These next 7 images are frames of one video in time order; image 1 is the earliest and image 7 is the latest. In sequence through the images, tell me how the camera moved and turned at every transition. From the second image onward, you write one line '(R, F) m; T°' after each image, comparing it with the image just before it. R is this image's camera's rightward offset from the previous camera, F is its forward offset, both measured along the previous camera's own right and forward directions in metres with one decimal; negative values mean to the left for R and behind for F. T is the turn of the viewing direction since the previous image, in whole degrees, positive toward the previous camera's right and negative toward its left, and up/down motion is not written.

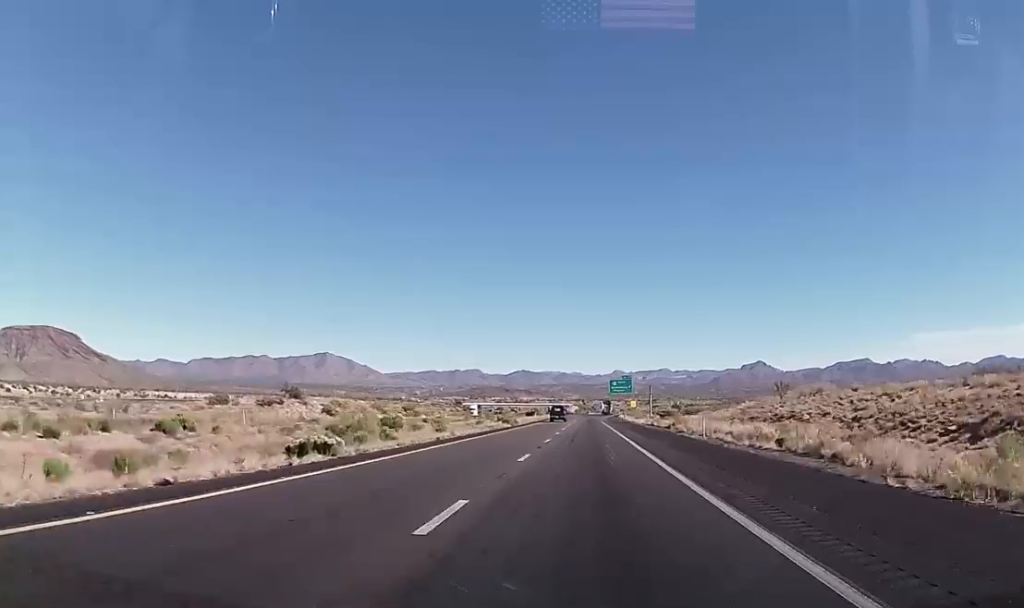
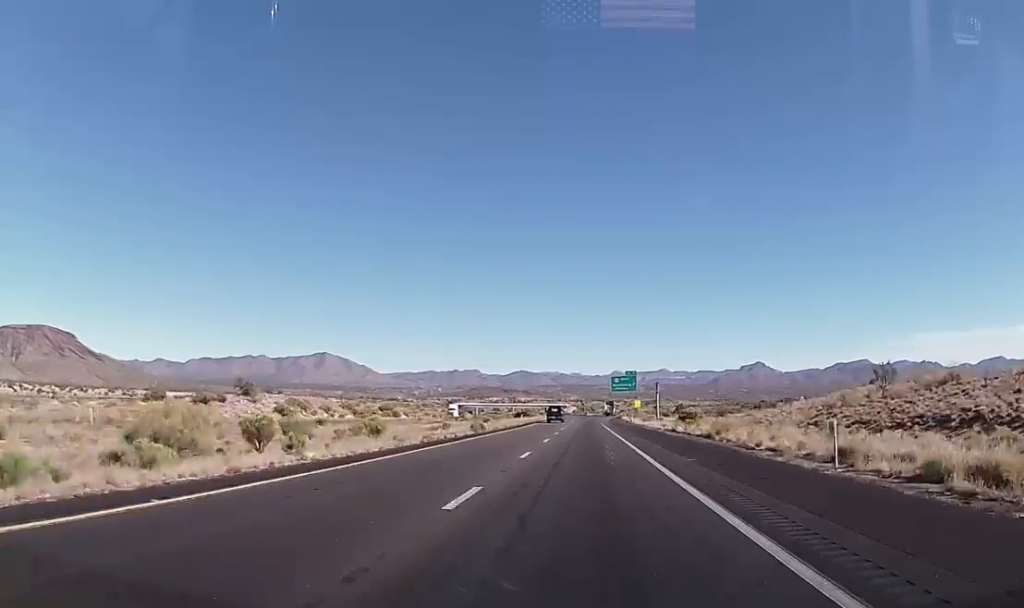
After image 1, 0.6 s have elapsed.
(-0.3, +22.6) m; 0°
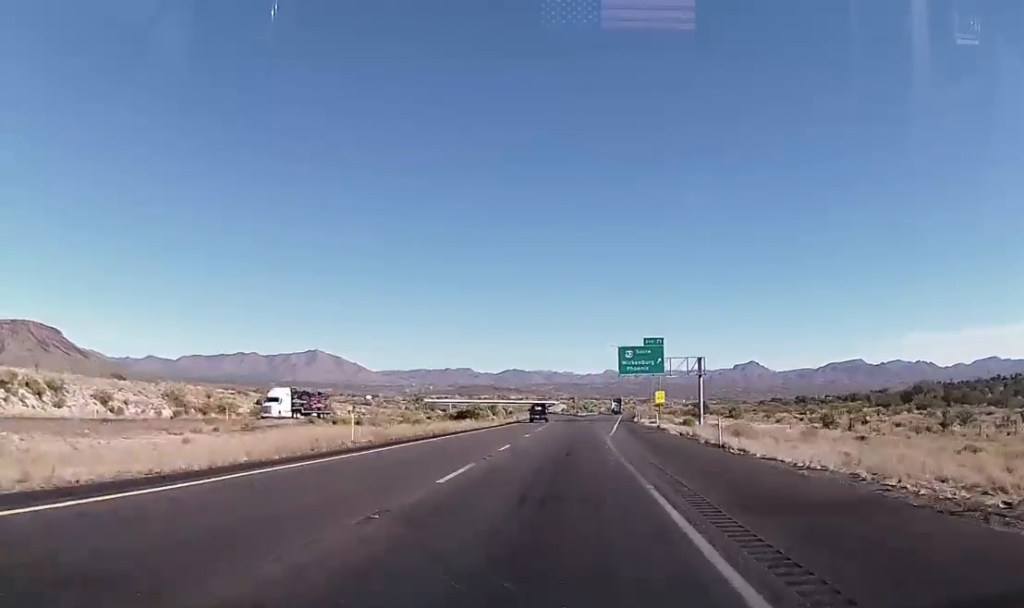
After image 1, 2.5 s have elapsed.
(+0.9, +71.6) m; +1°
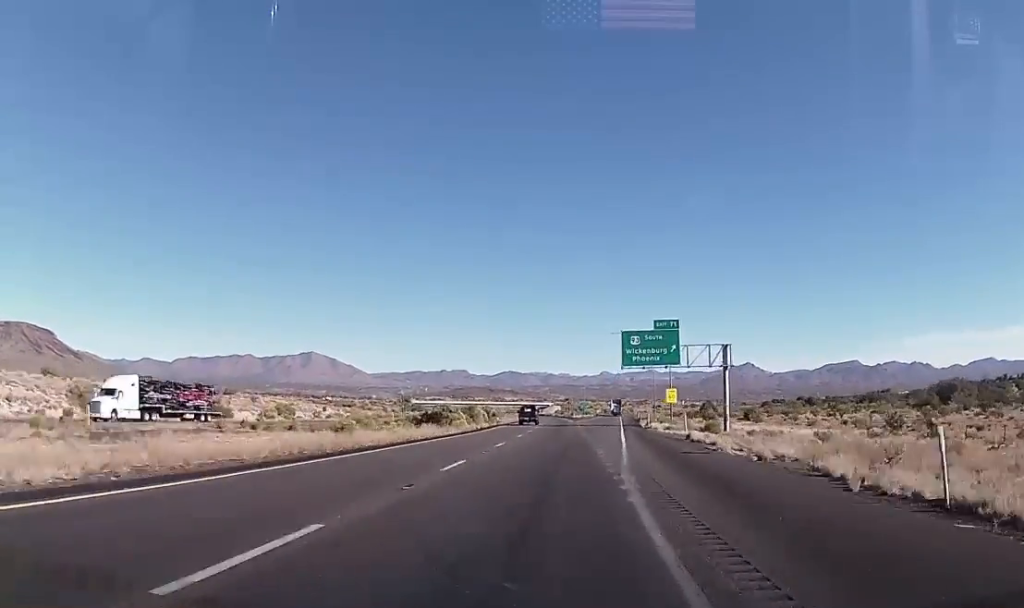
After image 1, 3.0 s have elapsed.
(0.0, +20.2) m; 0°
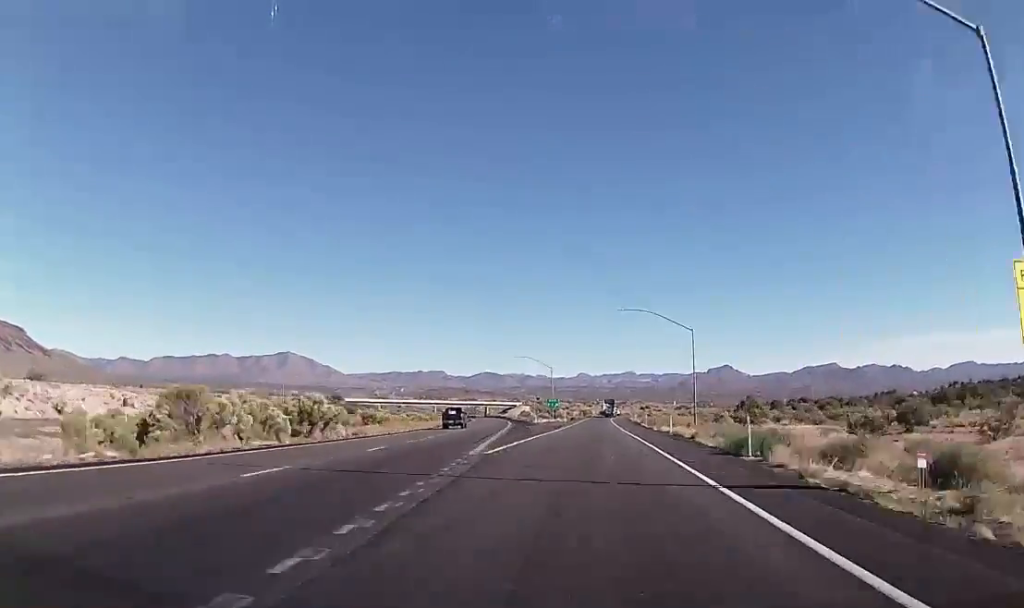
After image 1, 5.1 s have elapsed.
(+0.5, +76.7) m; +1°
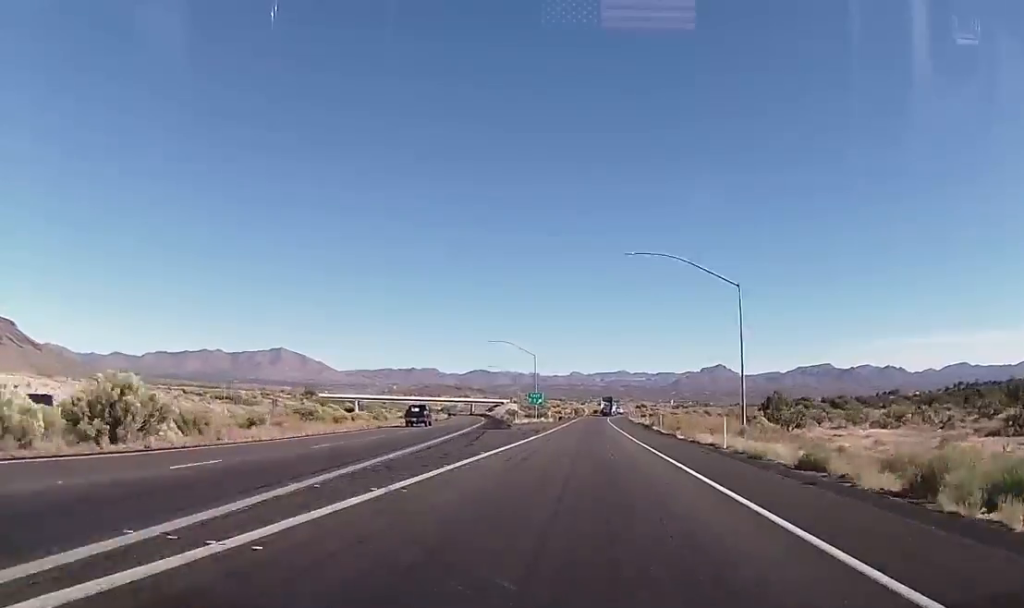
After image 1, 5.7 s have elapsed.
(+0.1, +23.8) m; +1°
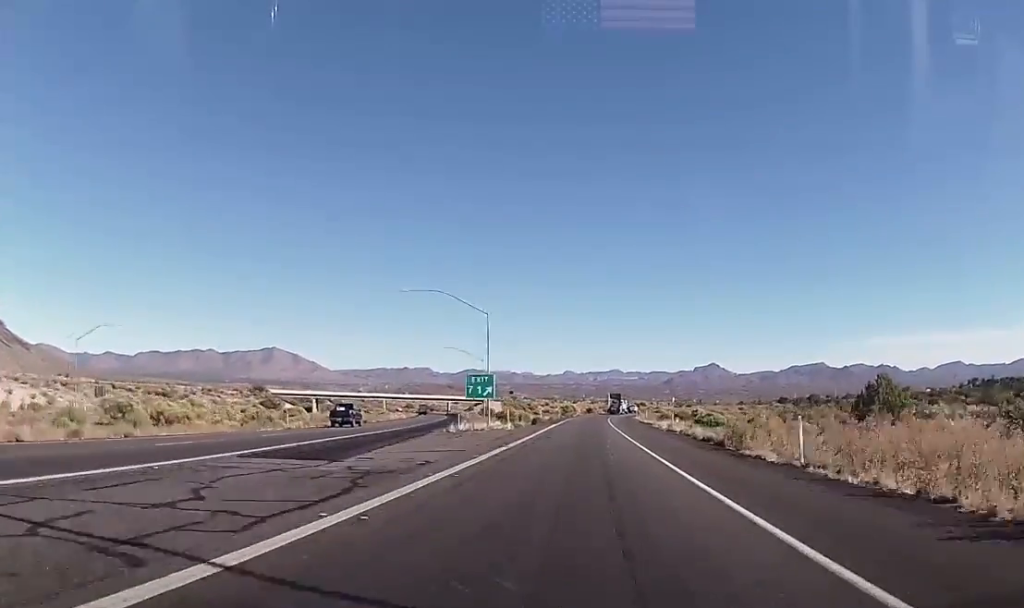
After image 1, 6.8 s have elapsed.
(+0.2, +41.3) m; +1°
